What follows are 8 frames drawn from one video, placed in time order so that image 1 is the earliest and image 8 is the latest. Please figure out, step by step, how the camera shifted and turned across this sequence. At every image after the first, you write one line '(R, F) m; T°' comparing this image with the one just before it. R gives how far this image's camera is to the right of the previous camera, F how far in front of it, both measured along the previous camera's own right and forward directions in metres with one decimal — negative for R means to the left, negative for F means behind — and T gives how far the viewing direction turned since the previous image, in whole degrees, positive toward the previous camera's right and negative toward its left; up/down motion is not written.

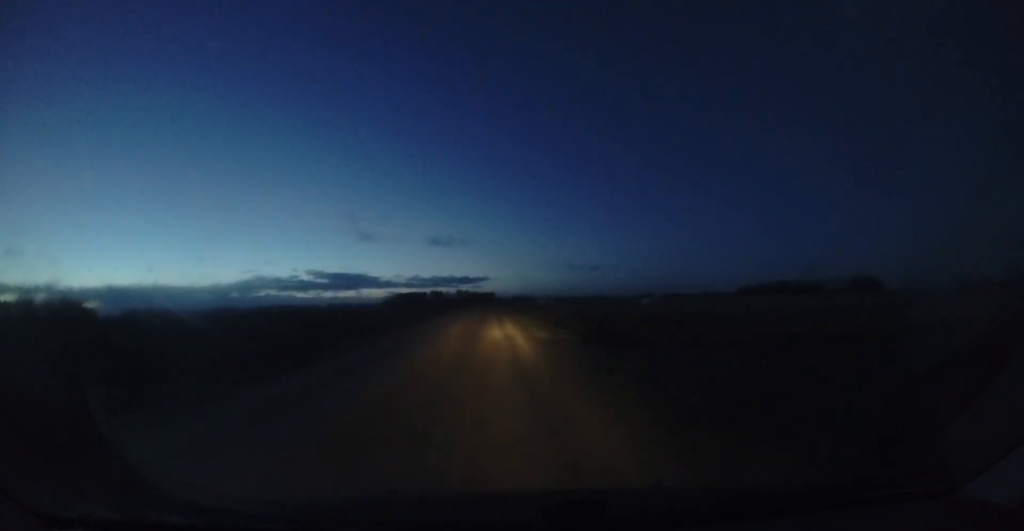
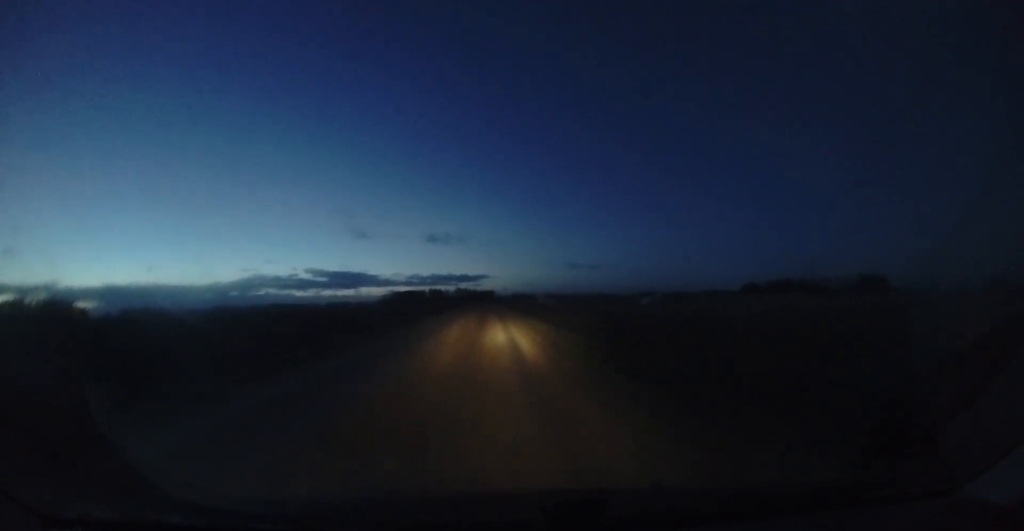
(-0.3, +13.5) m; -1°
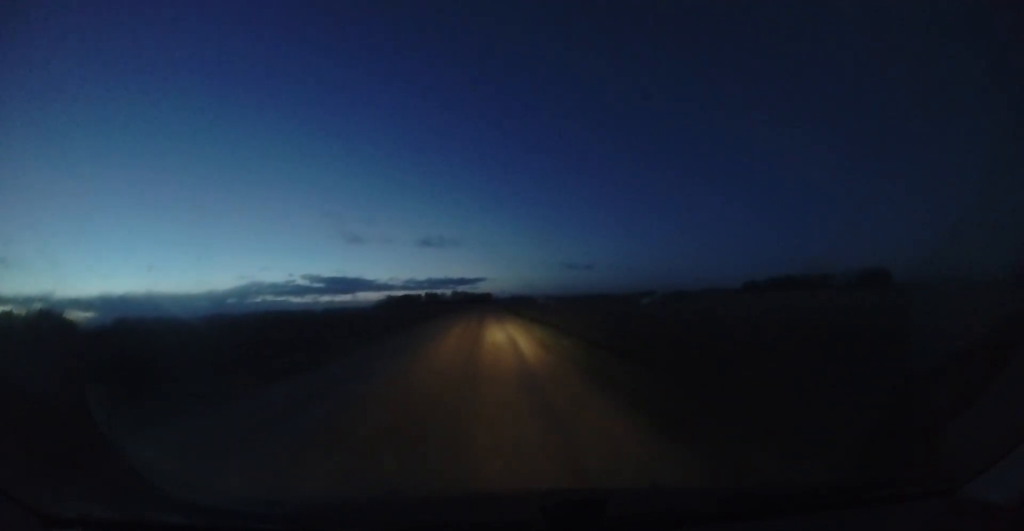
(+0.3, +11.6) m; 0°
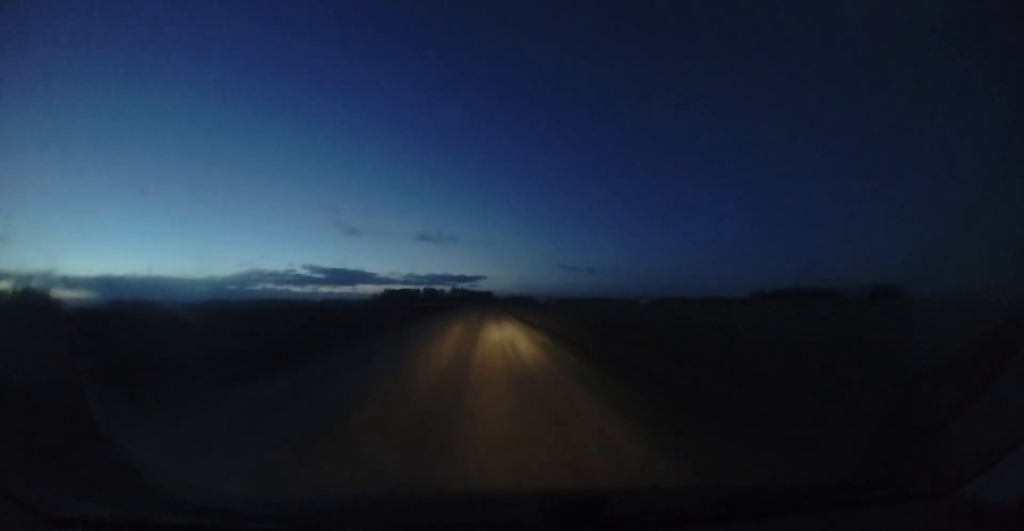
(-0.3, +20.2) m; -1°
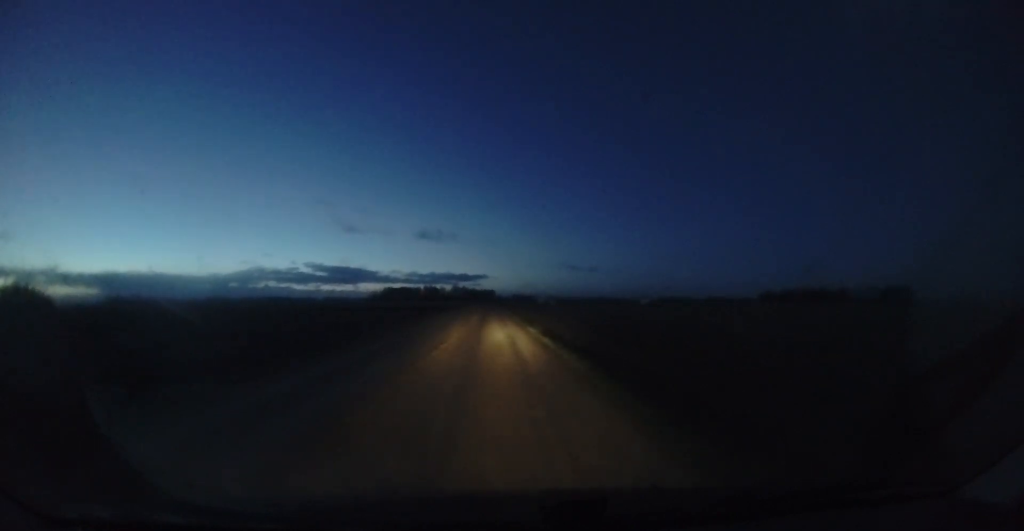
(+0.2, +16.5) m; +1°
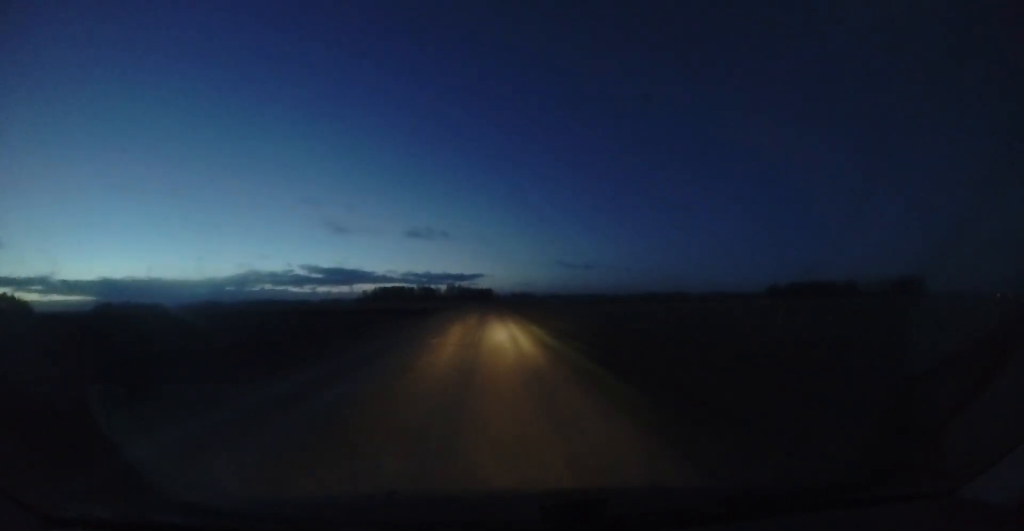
(+0.3, +24.8) m; +2°
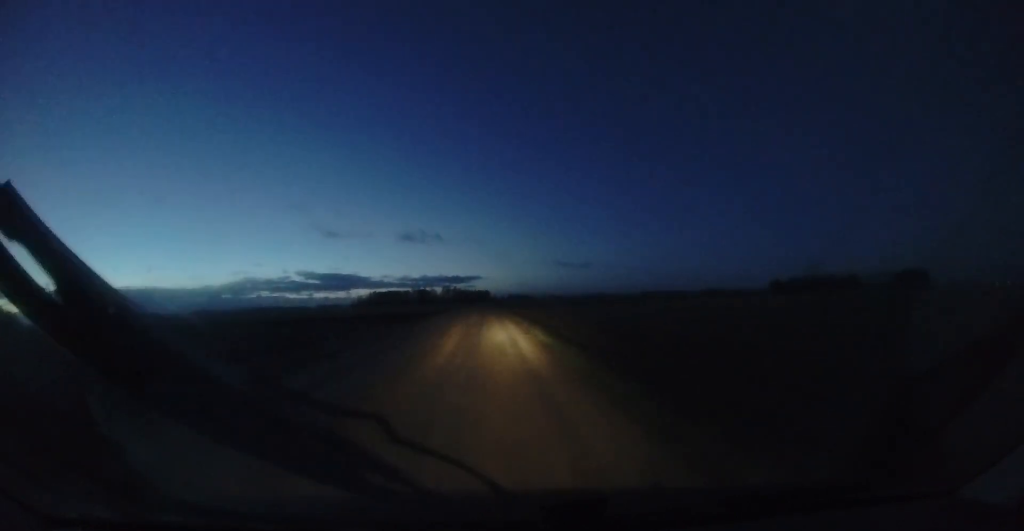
(+0.1, +12.4) m; +1°
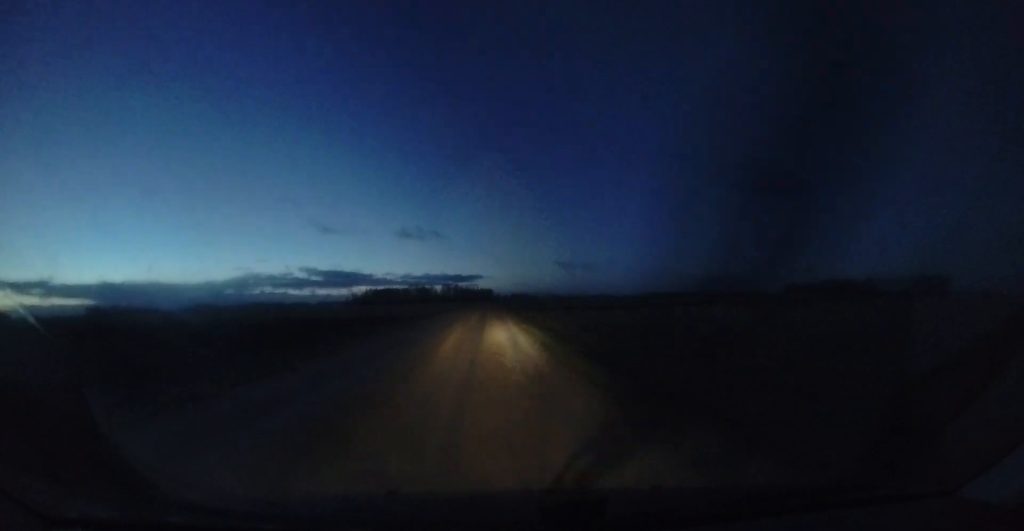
(0.0, +27.0) m; -2°
